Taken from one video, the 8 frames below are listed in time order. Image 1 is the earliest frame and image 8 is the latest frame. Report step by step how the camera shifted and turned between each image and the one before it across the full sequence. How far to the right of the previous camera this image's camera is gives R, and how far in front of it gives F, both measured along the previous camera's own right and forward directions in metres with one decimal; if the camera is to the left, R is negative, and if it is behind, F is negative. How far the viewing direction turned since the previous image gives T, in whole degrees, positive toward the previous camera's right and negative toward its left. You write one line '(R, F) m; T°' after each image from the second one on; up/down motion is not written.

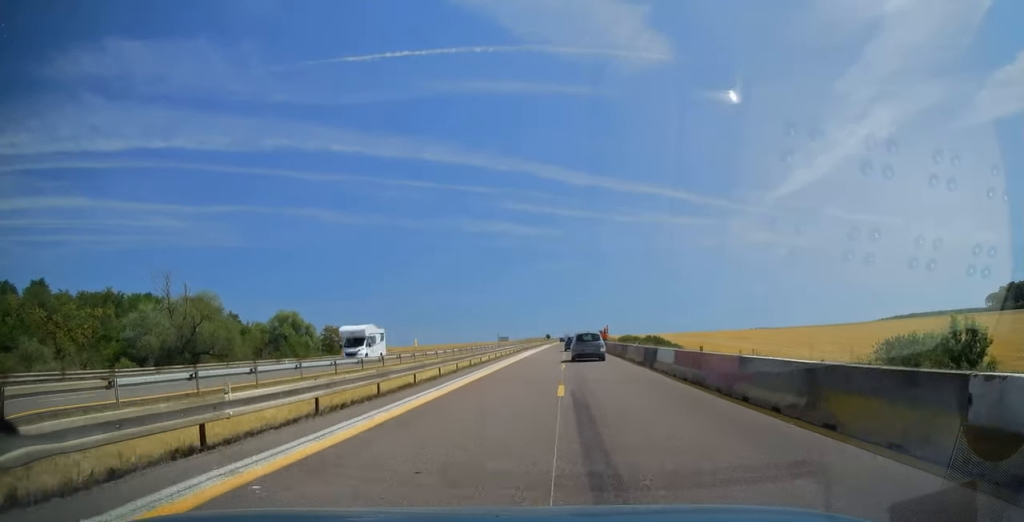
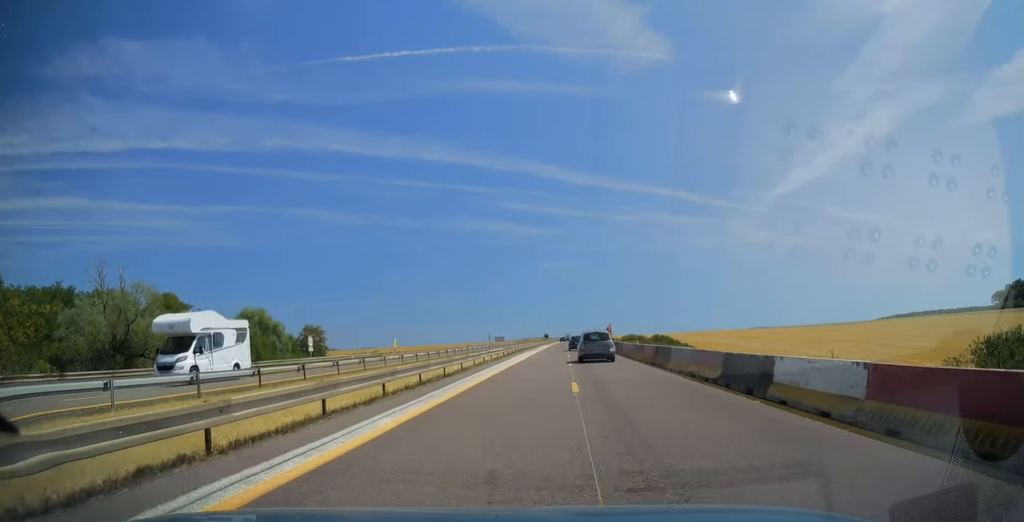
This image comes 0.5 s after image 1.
(0.0, +12.2) m; 0°
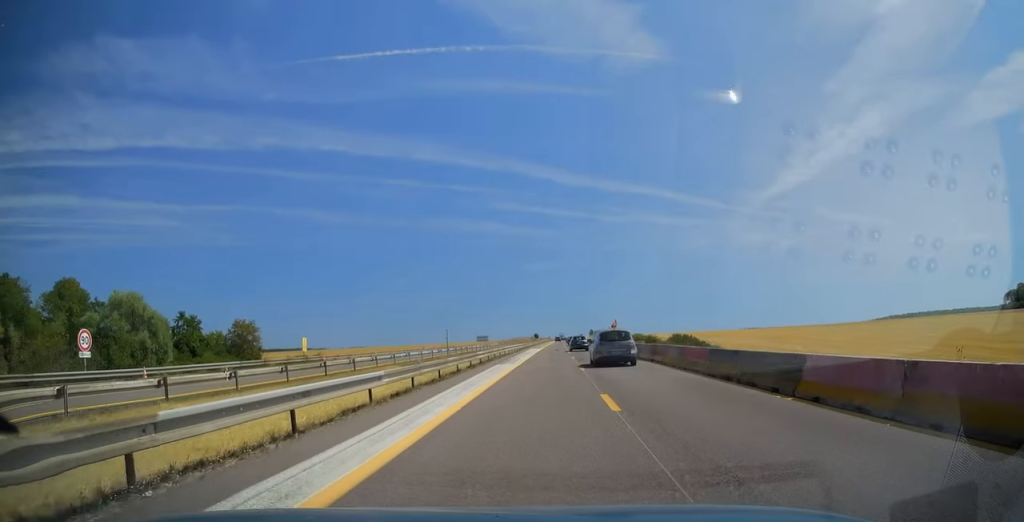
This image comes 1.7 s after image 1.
(-0.2, +30.0) m; 0°
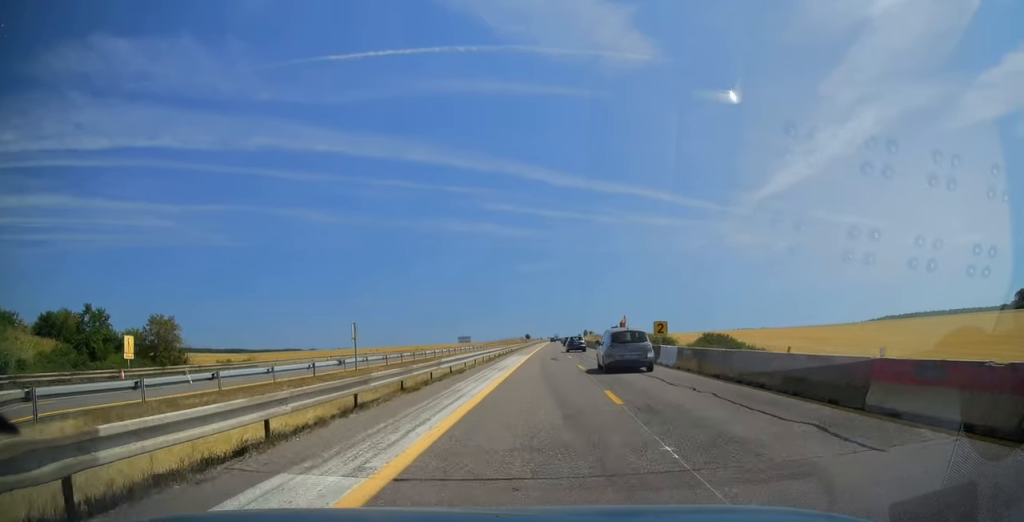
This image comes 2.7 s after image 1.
(+0.2, +24.9) m; +1°
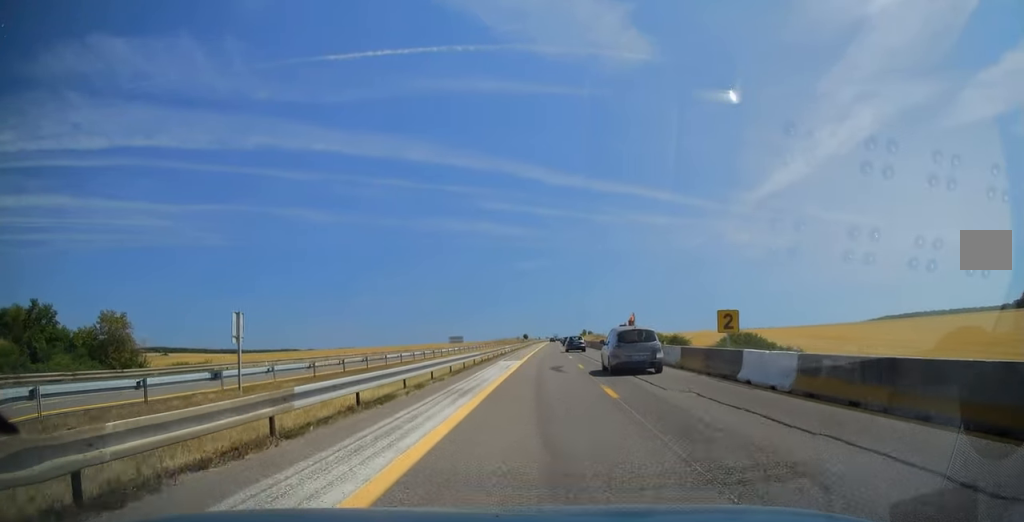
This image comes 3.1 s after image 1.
(0.0, +11.8) m; +1°
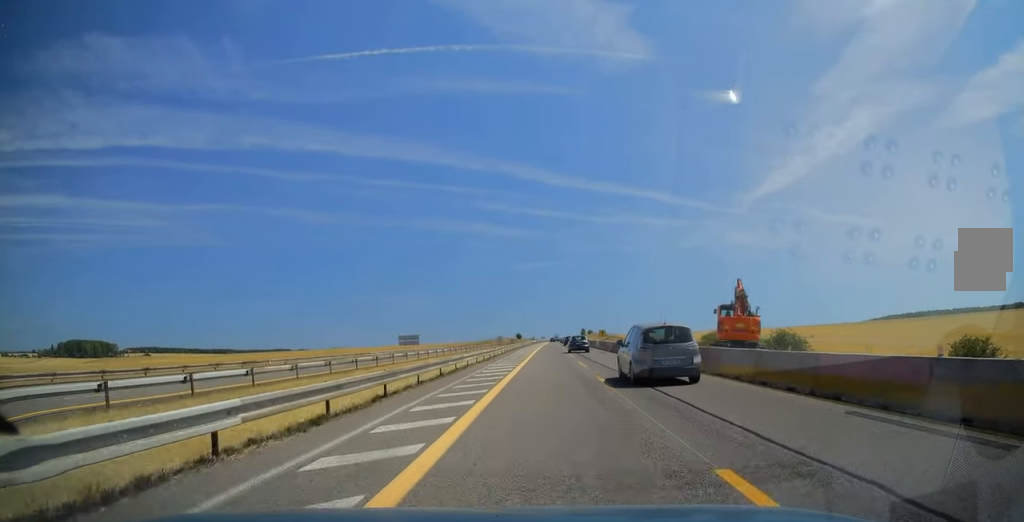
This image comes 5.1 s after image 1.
(+0.2, +49.3) m; 0°
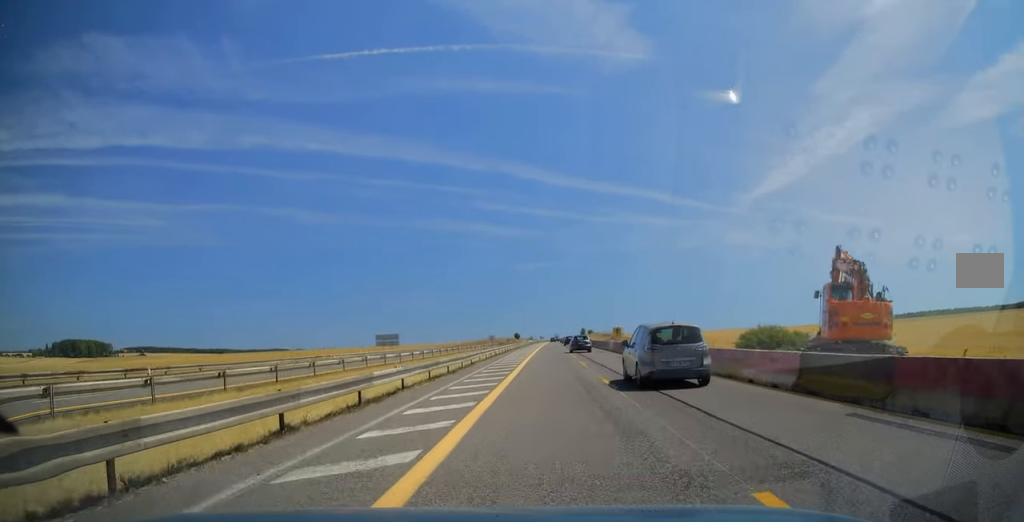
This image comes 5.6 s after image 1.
(+0.1, +13.9) m; 0°
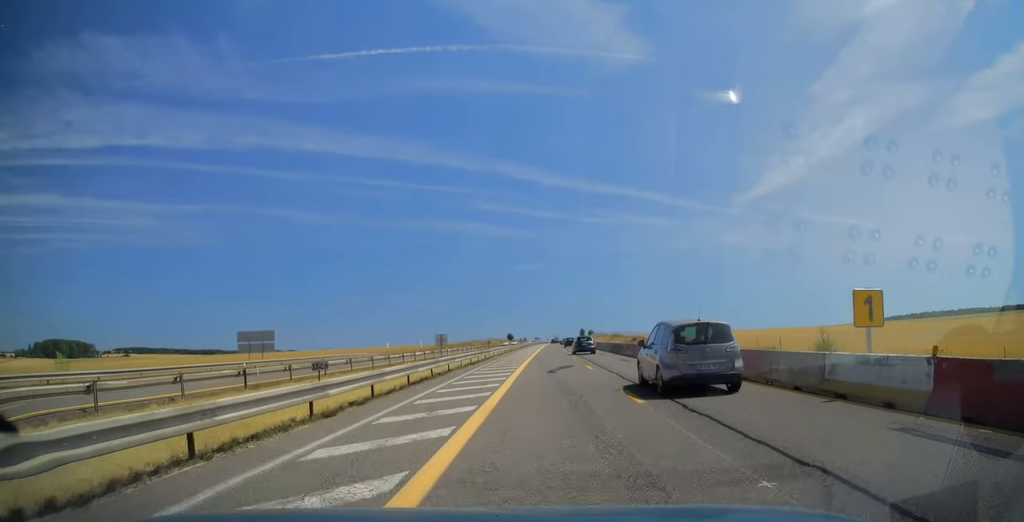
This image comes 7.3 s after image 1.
(+0.5, +42.1) m; 0°
